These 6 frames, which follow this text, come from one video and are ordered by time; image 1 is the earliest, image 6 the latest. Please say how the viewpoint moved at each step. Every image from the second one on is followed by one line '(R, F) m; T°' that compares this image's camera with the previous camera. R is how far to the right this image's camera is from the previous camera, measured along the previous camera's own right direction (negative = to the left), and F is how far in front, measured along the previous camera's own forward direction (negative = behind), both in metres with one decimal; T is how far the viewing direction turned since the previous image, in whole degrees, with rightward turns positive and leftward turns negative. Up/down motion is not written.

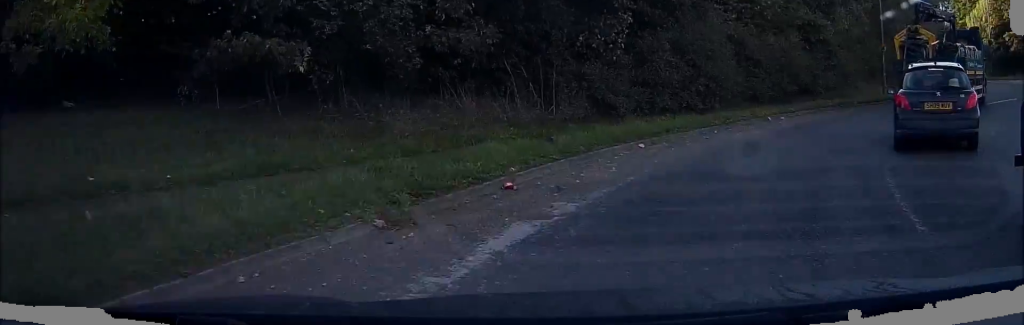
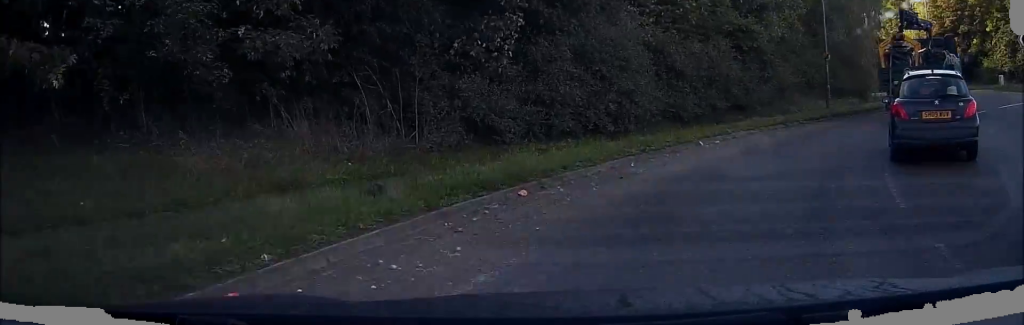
(+0.3, +4.5) m; +7°
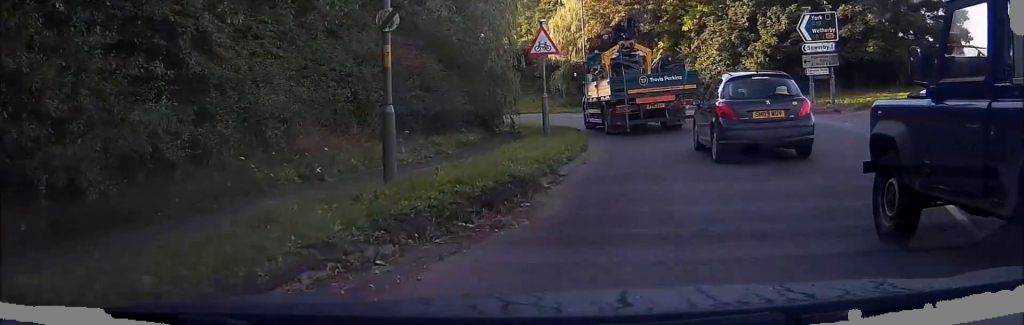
(+4.8, +19.1) m; +30°
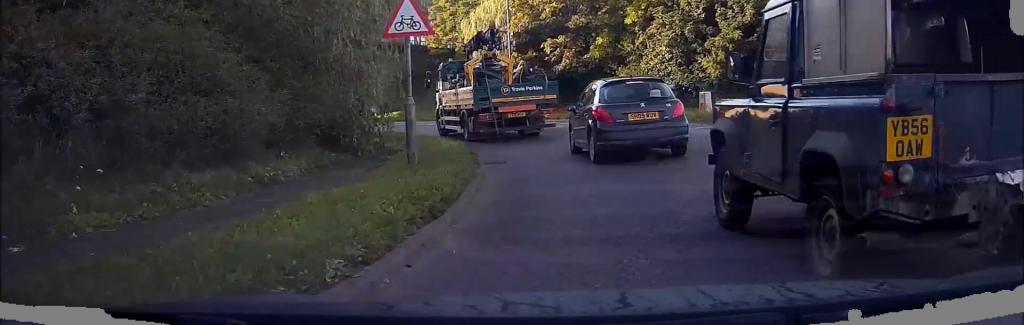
(+1.1, +7.2) m; +15°
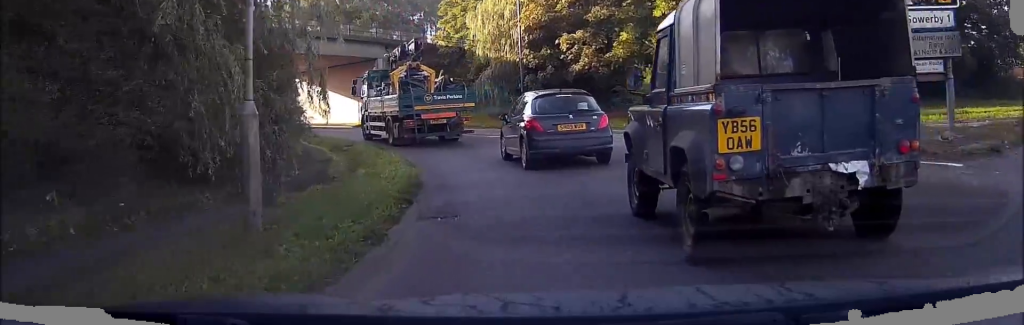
(+0.8, +6.1) m; +2°
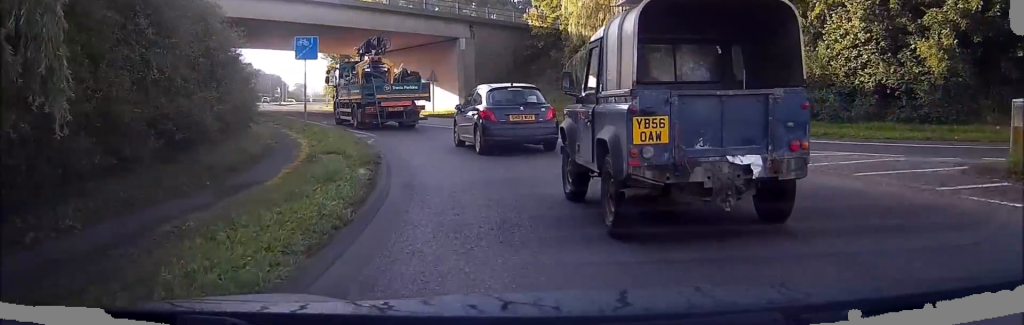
(-1.2, +8.5) m; -14°
